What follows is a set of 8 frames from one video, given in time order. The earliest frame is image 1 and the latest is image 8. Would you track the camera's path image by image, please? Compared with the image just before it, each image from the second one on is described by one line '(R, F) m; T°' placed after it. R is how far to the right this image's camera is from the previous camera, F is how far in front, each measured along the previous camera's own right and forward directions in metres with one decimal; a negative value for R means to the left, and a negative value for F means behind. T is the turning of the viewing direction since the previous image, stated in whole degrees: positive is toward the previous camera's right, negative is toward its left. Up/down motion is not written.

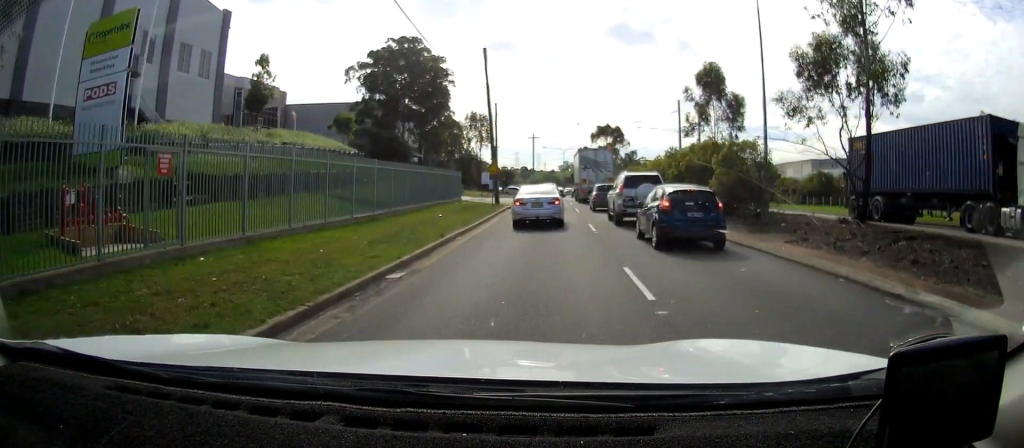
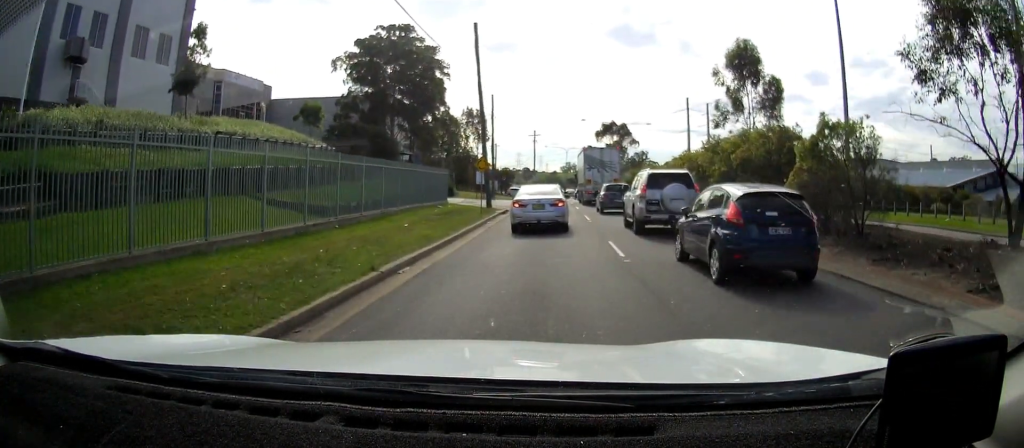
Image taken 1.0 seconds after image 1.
(+0.1, +6.6) m; +2°
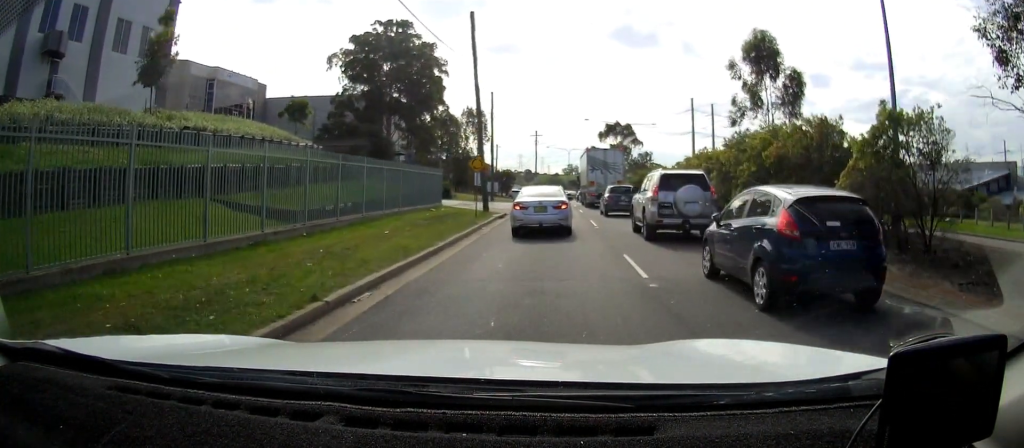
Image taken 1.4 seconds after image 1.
(0.0, +3.0) m; +1°
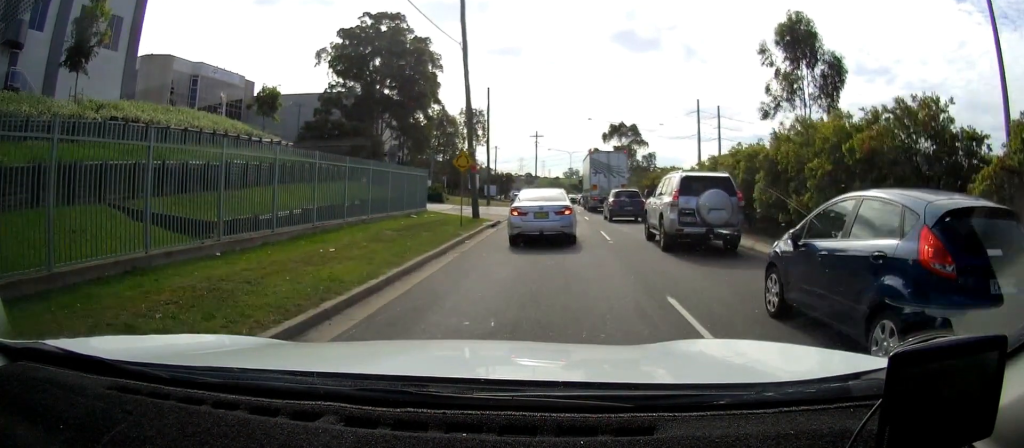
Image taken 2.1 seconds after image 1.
(0.0, +4.5) m; 0°
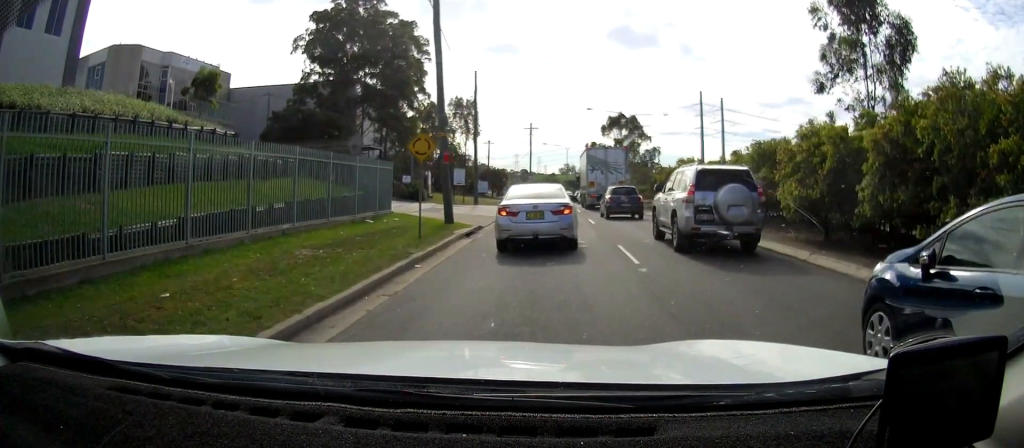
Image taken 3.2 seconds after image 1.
(0.0, +5.7) m; 0°
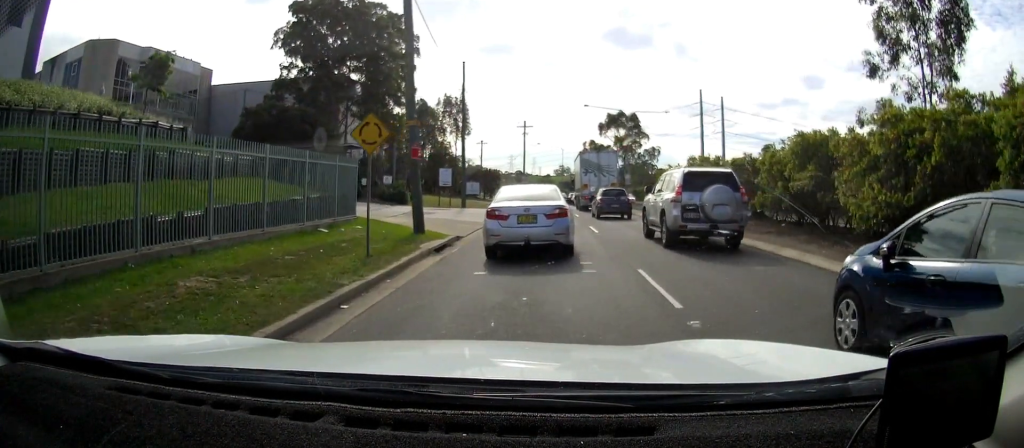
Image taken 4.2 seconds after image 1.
(0.0, +4.0) m; 0°
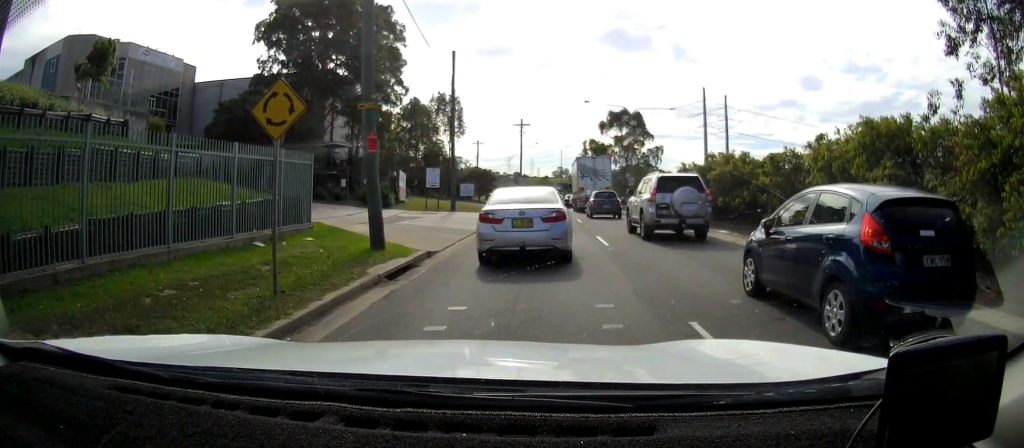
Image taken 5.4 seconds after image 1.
(0.0, +4.1) m; -1°
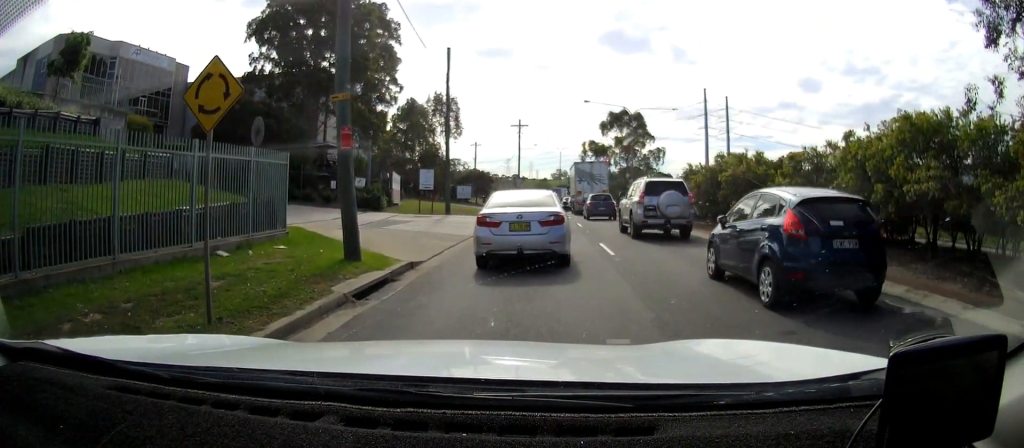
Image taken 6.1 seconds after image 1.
(0.0, +1.7) m; -3°
